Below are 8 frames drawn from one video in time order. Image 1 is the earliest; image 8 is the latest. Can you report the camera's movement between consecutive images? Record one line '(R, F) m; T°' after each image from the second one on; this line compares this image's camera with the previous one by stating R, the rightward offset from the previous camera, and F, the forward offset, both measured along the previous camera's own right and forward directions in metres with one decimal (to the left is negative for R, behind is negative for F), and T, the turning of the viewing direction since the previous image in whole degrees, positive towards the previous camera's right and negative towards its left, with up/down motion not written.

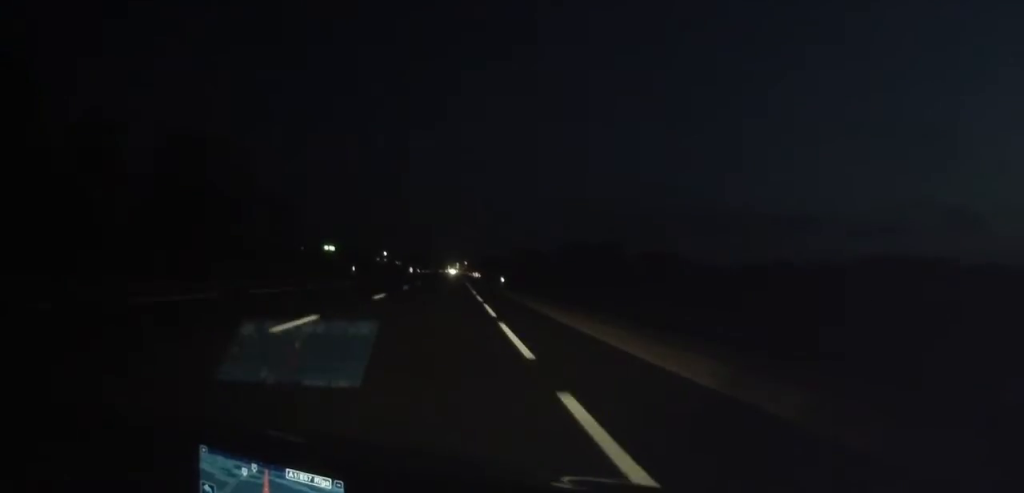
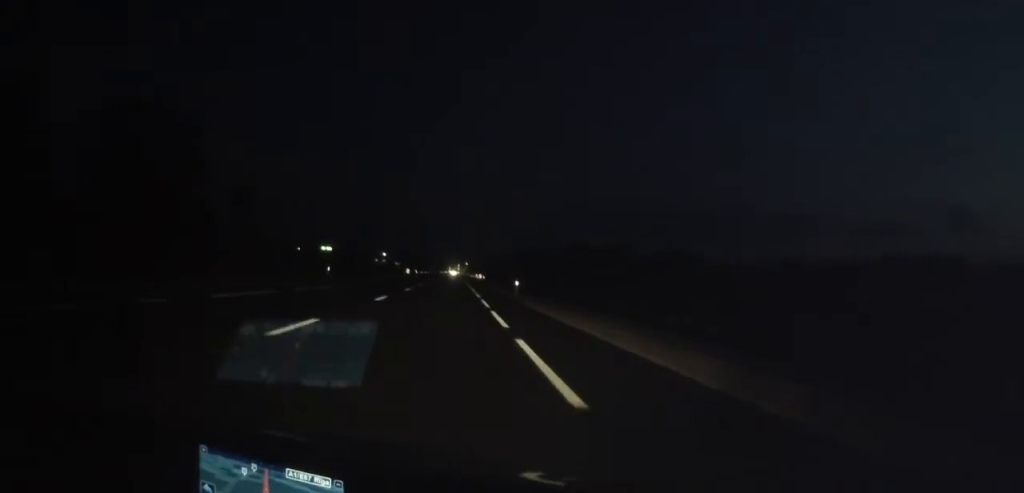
(+0.1, +12.3) m; 0°
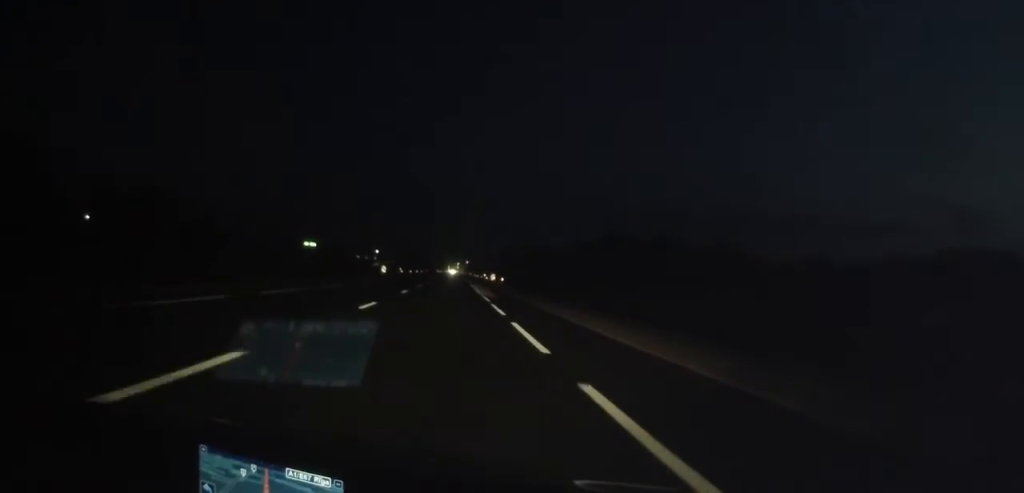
(-0.2, +41.2) m; 0°
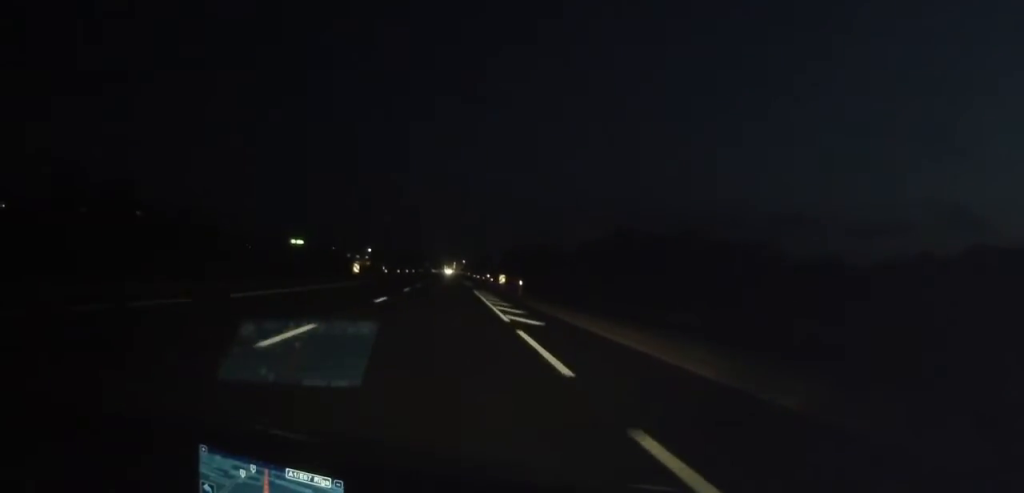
(0.0, +20.3) m; 0°
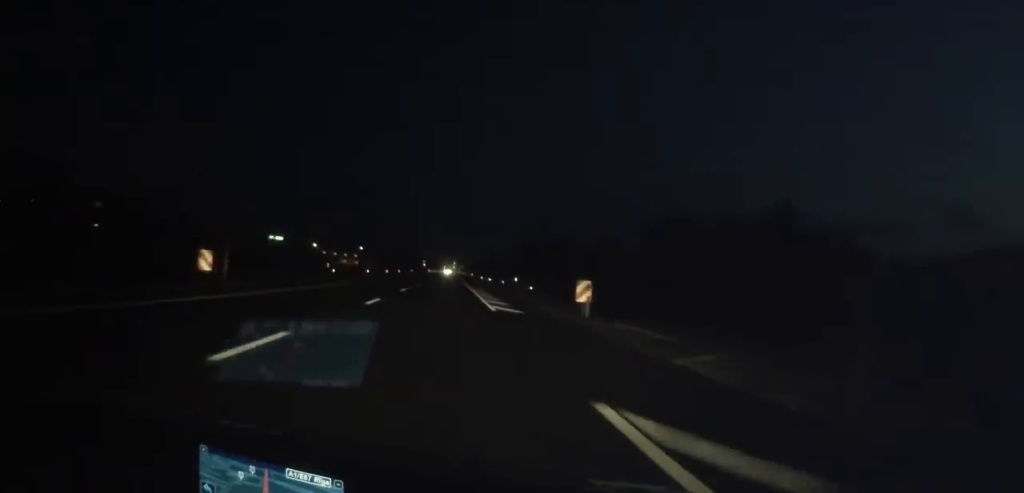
(0.0, +37.4) m; 0°
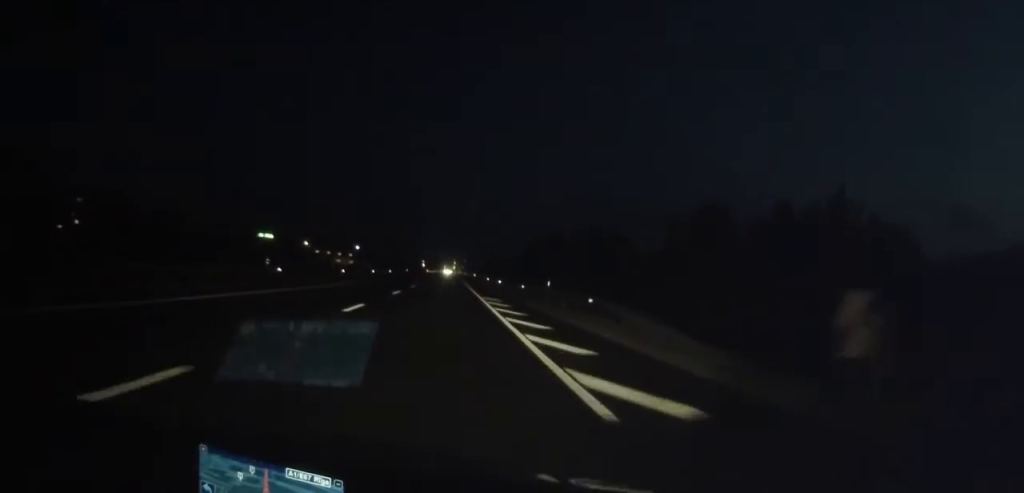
(0.0, +15.7) m; 0°
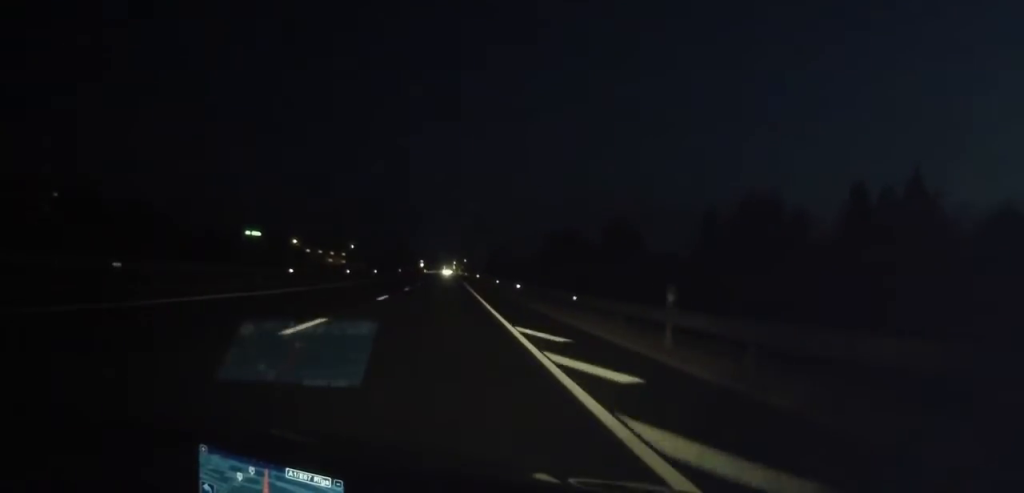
(0.0, +17.3) m; 0°
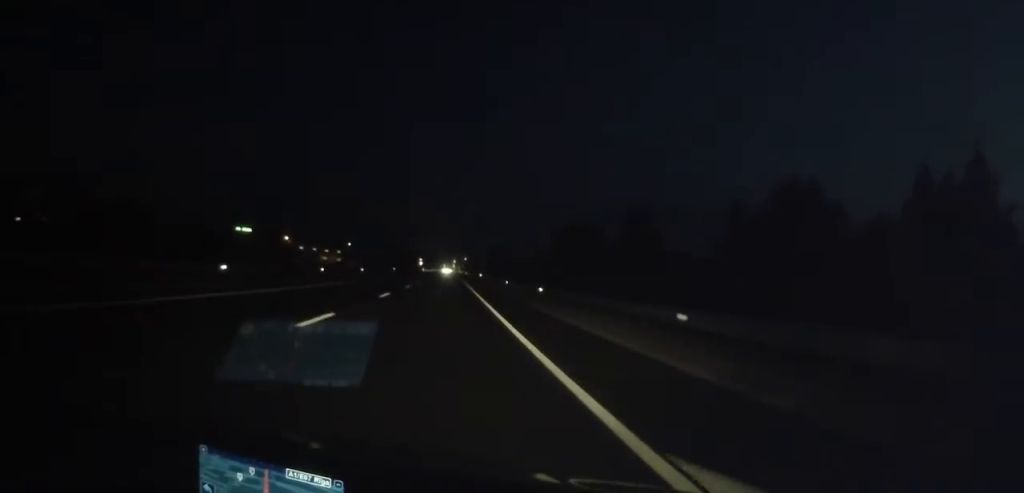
(+0.1, +11.1) m; 0°
